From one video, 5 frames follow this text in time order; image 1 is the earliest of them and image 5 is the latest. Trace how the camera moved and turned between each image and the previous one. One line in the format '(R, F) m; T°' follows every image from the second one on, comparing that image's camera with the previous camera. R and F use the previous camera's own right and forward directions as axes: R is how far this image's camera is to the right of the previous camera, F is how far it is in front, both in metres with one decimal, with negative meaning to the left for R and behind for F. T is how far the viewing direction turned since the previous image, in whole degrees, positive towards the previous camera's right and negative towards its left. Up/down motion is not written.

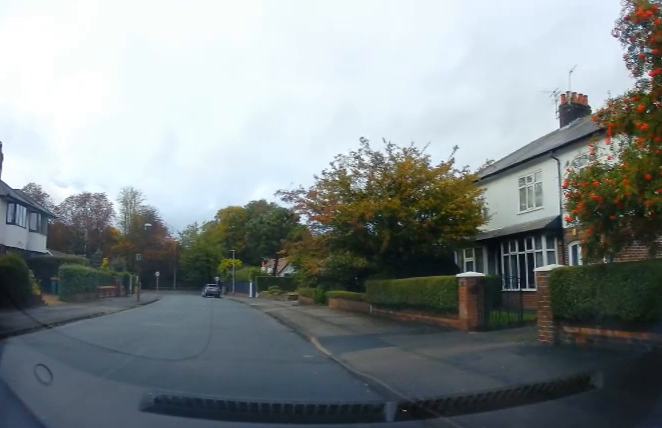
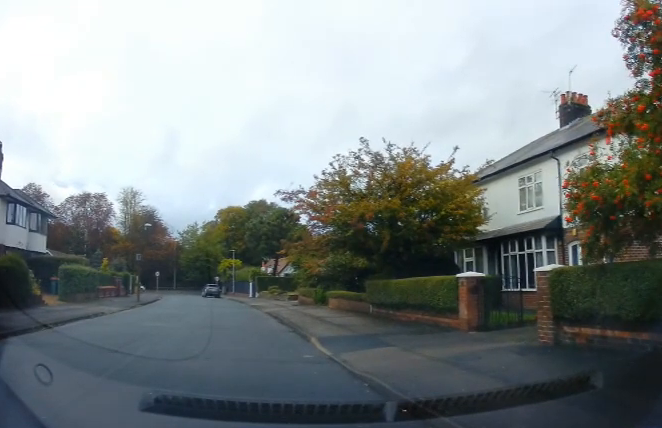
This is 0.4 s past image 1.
(0.0, 0.0) m; 0°
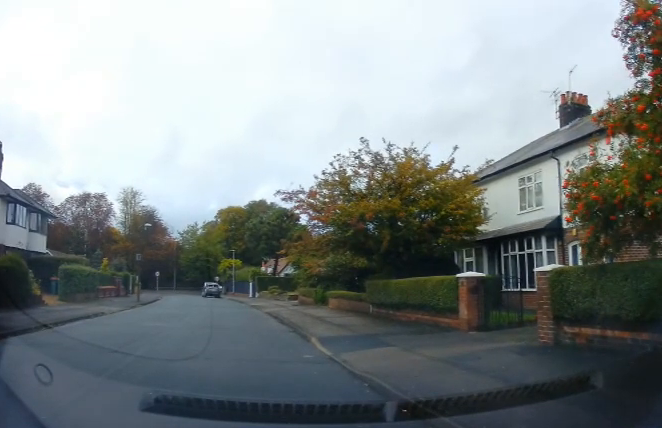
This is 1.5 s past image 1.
(0.0, 0.0) m; 0°
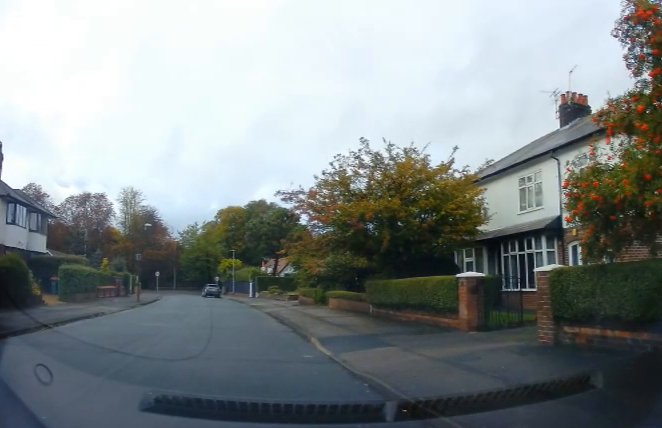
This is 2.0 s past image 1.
(0.0, 0.0) m; 0°
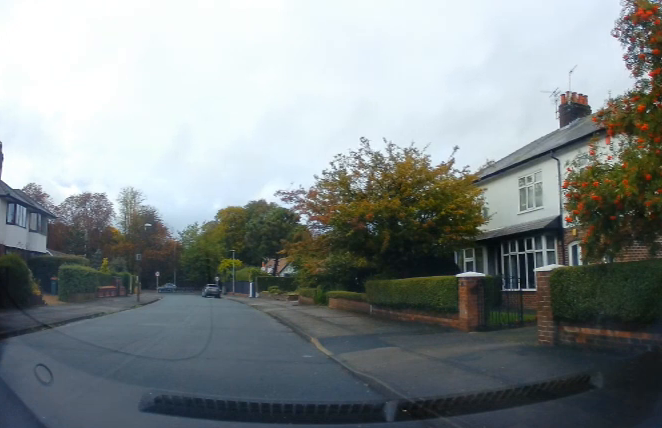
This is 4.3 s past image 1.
(0.0, 0.0) m; 0°
